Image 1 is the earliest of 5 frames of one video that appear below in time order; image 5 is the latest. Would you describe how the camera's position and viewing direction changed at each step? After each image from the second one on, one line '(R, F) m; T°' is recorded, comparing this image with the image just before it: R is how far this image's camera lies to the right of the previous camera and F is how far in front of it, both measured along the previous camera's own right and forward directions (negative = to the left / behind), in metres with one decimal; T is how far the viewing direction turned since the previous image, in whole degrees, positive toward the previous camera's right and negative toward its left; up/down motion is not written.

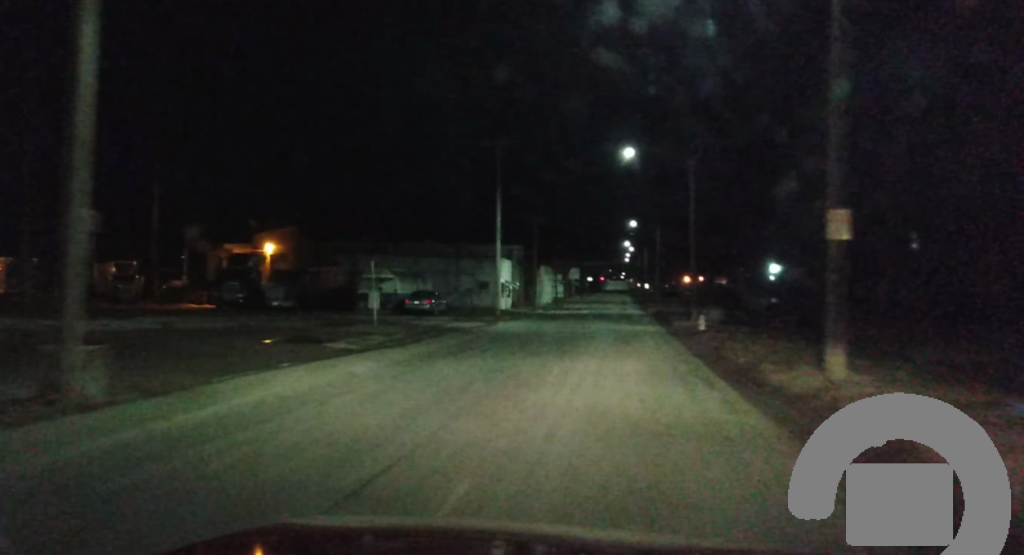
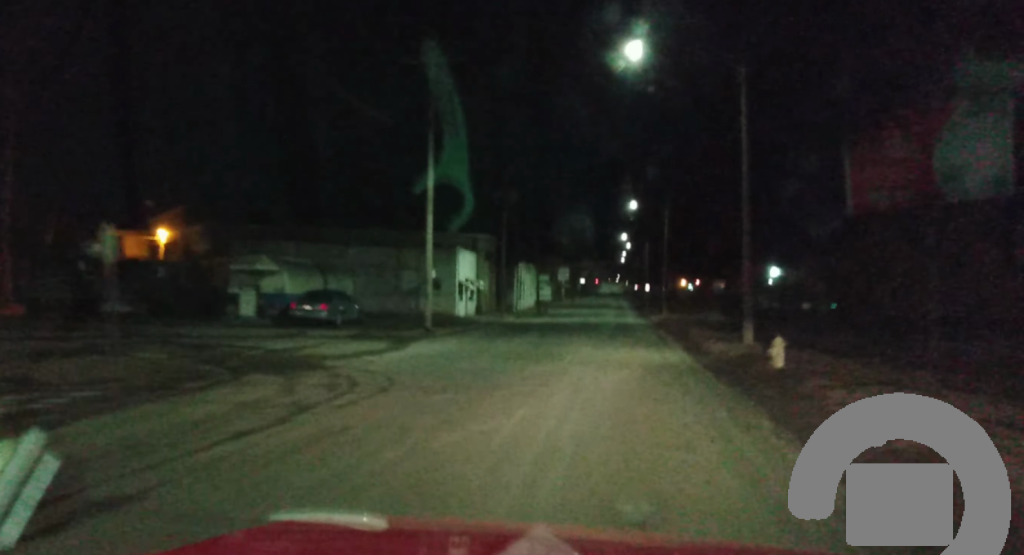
(+0.6, +20.1) m; 0°
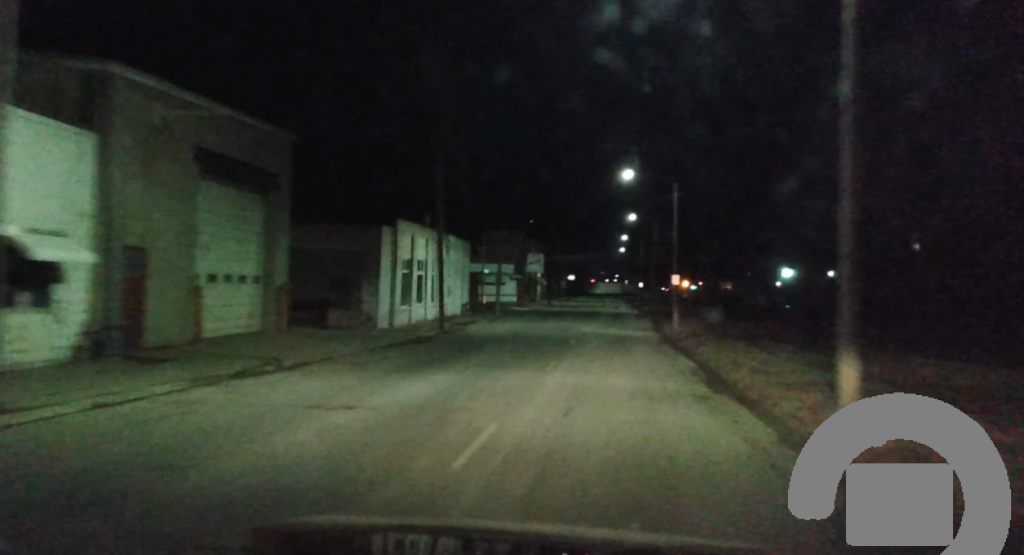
(-1.4, +50.9) m; -2°
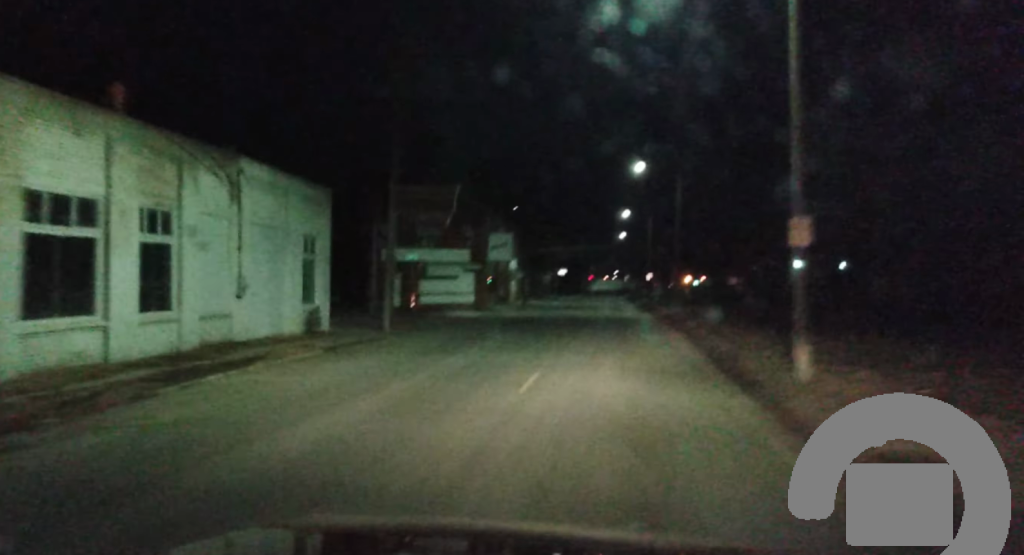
(+0.1, +31.7) m; 0°
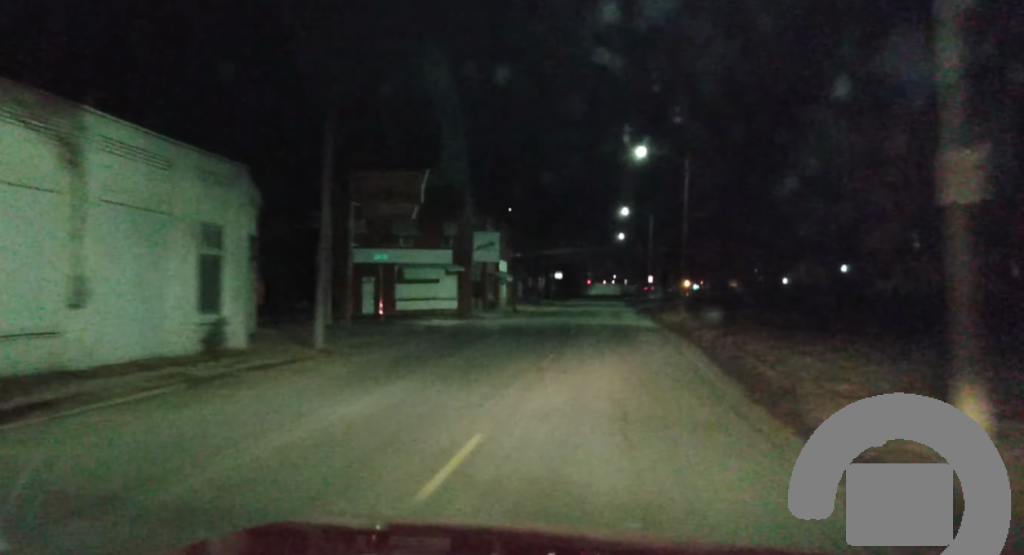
(0.0, +7.1) m; 0°
